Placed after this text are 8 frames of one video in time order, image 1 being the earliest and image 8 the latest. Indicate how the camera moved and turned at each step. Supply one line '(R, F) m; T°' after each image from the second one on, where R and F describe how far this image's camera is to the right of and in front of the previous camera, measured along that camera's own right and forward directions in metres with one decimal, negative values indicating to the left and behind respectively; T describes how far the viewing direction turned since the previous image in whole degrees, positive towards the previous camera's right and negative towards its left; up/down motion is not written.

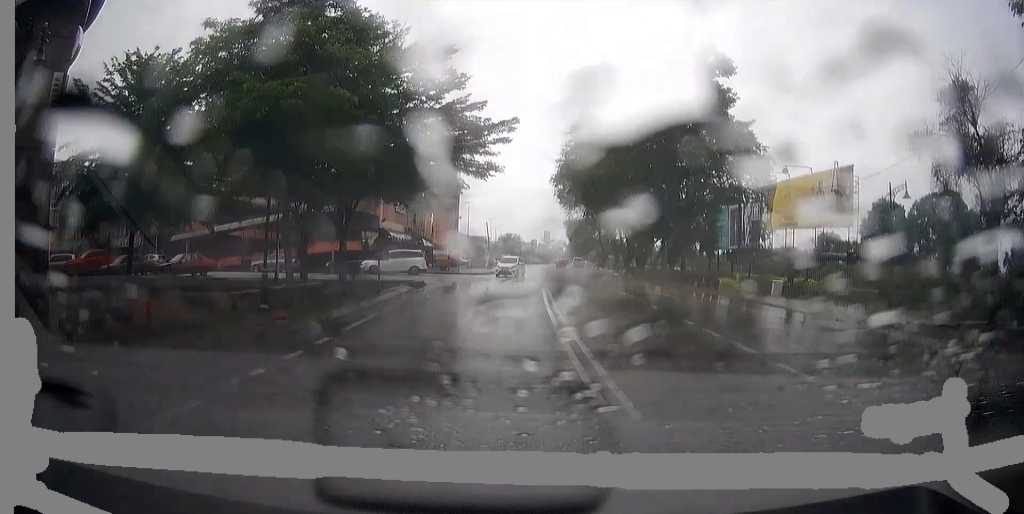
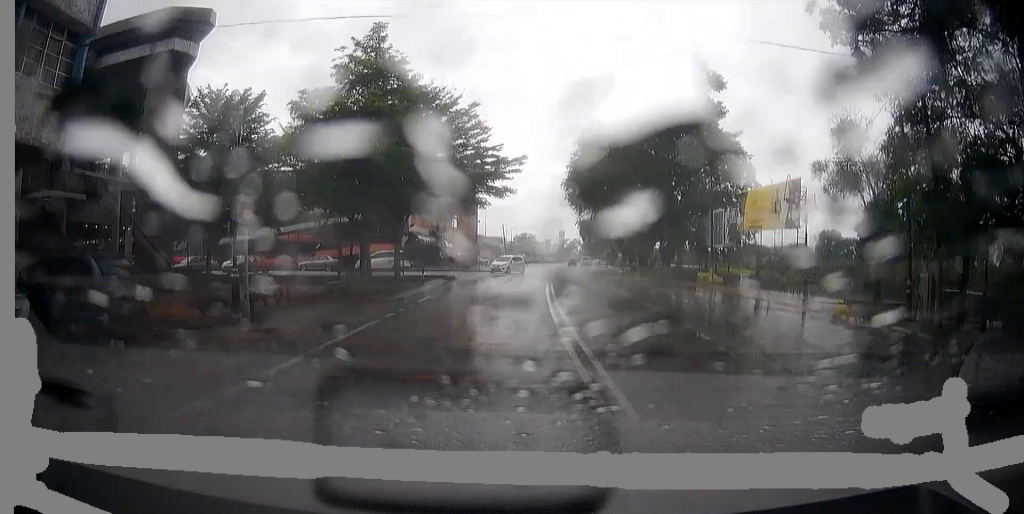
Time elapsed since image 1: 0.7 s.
(+0.1, +7.3) m; +1°
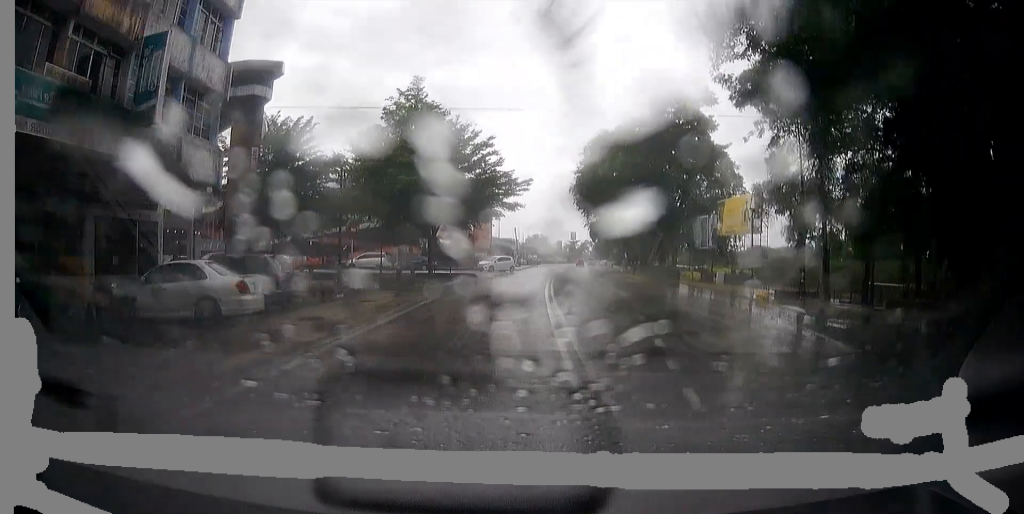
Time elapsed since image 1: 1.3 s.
(+0.1, +7.4) m; +1°
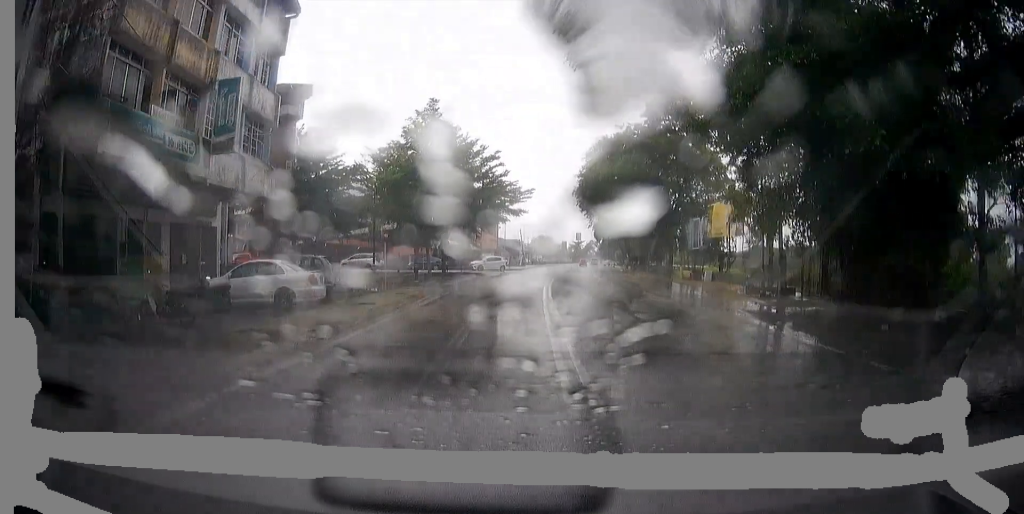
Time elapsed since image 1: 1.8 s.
(0.0, +4.8) m; 0°
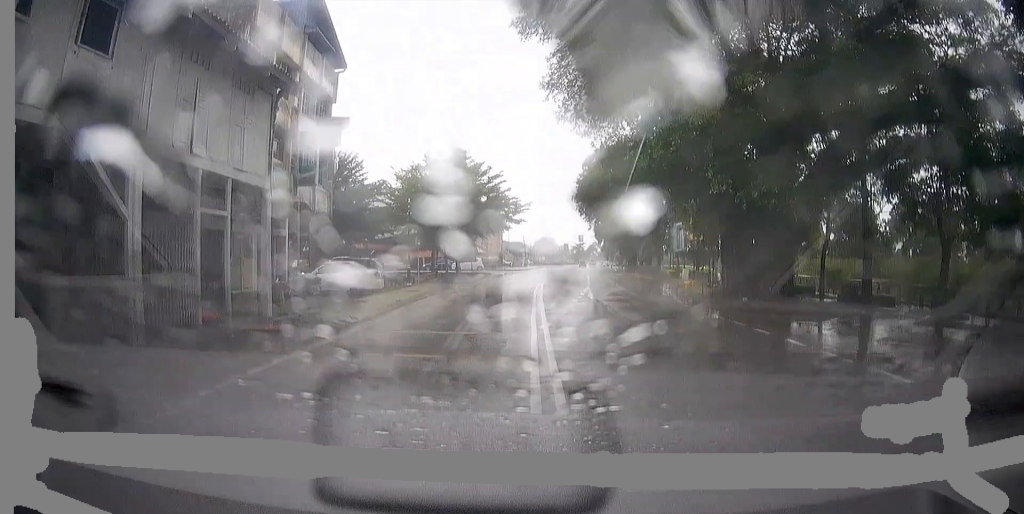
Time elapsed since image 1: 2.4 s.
(0.0, +7.4) m; 0°
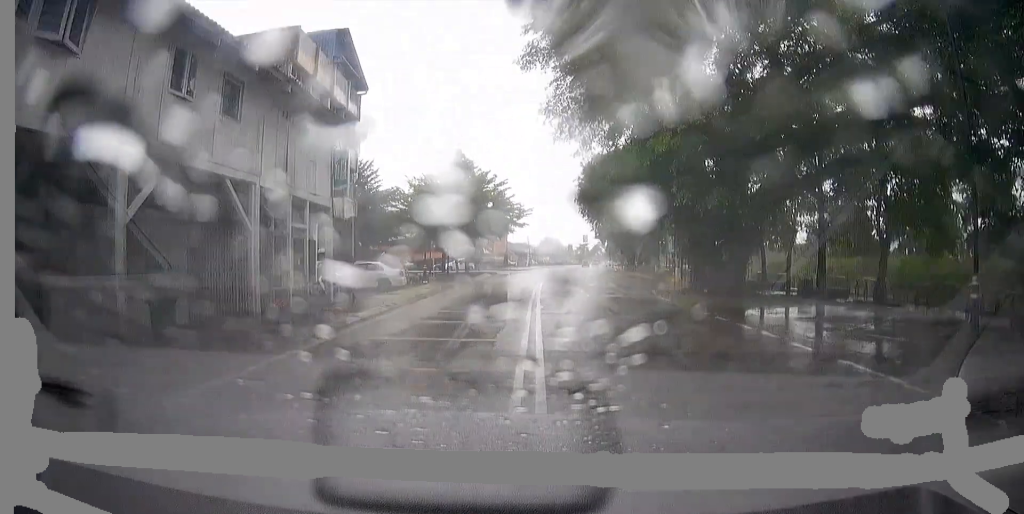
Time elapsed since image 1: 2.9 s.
(0.0, +4.8) m; 0°
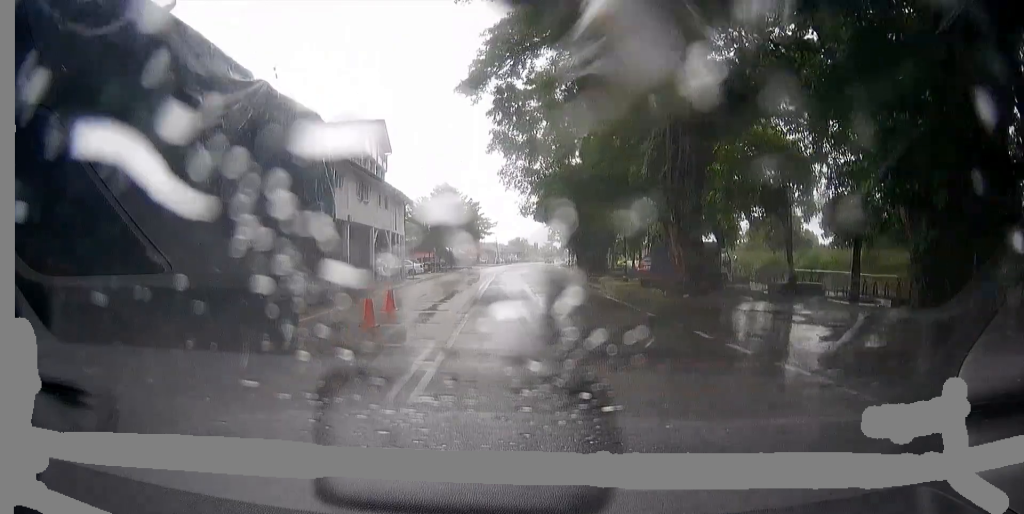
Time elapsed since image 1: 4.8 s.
(+0.2, +22.1) m; -1°
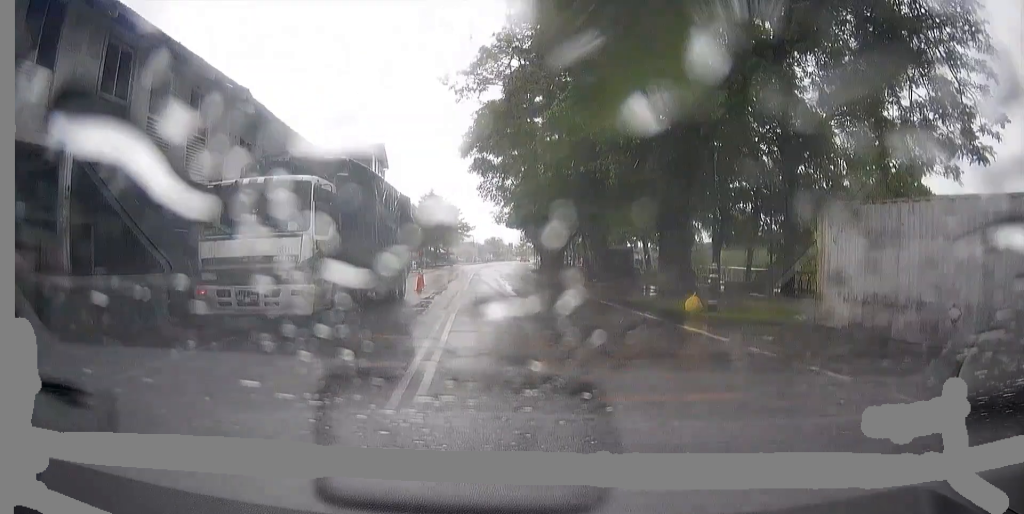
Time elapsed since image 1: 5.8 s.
(-0.2, +11.7) m; -2°
